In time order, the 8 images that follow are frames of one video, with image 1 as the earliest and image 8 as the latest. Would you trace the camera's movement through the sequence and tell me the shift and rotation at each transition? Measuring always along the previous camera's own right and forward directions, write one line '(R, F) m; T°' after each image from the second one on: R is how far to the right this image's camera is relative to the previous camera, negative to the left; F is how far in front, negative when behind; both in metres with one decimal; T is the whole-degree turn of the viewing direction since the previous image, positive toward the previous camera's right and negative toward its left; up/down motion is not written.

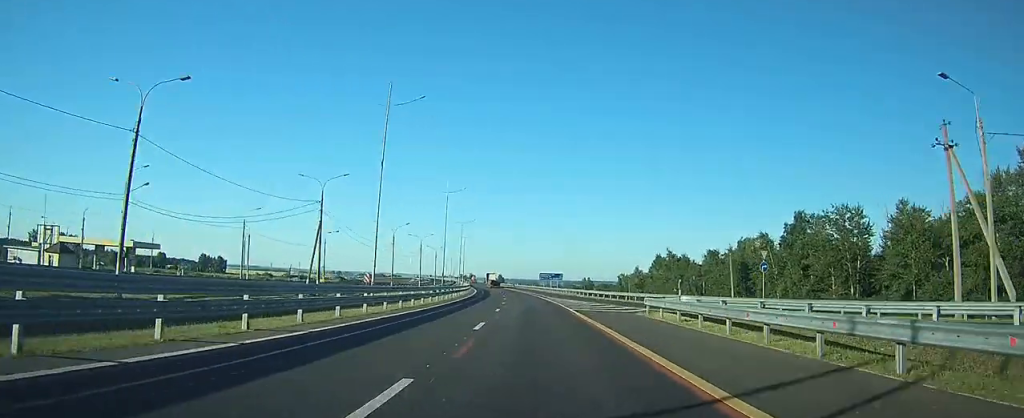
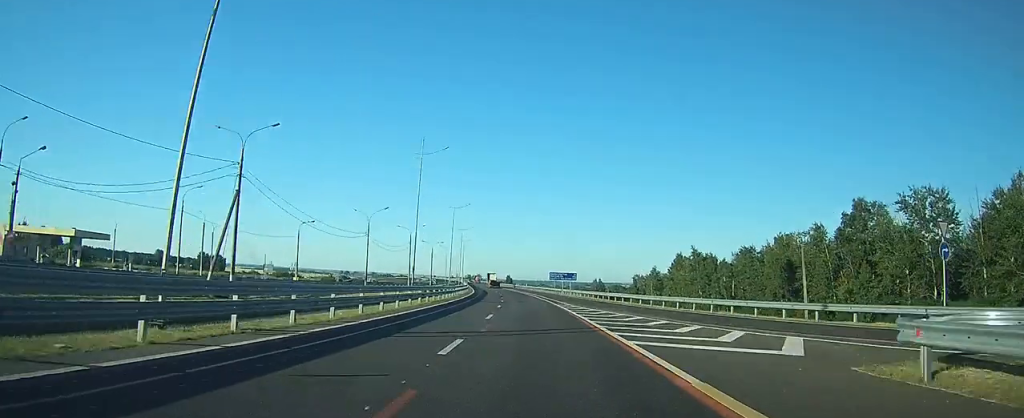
(-0.1, +18.1) m; 0°
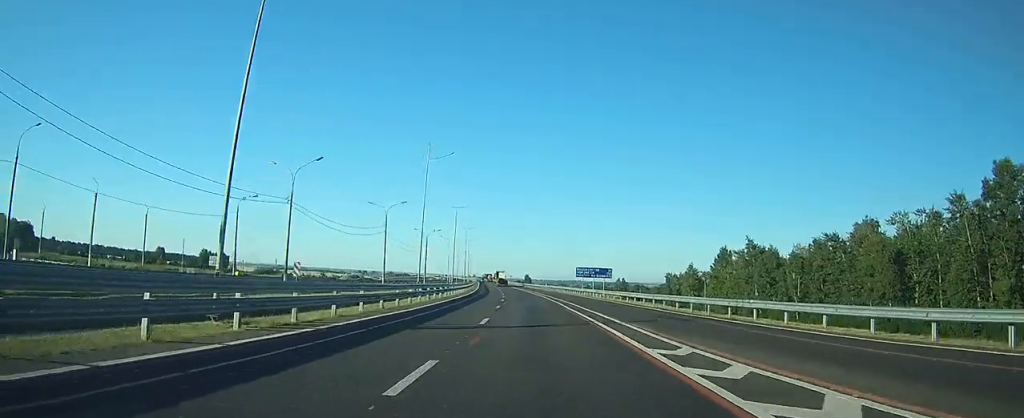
(-0.1, +28.2) m; -1°
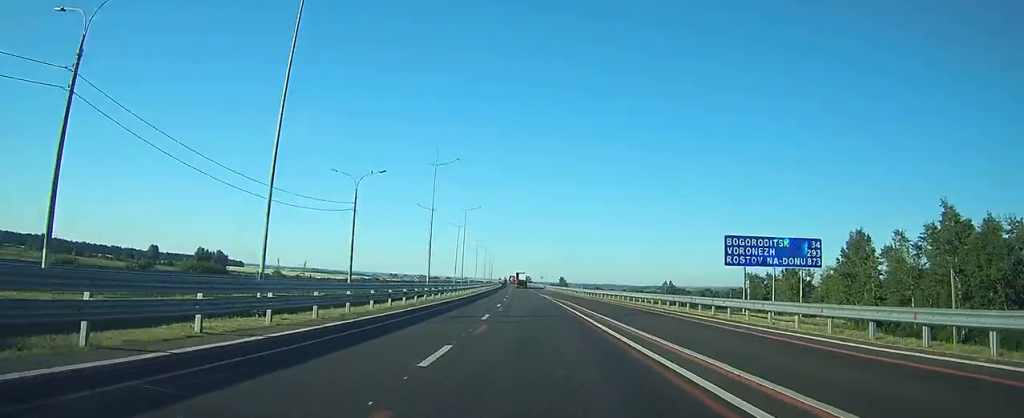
(-2.3, +57.9) m; -4°
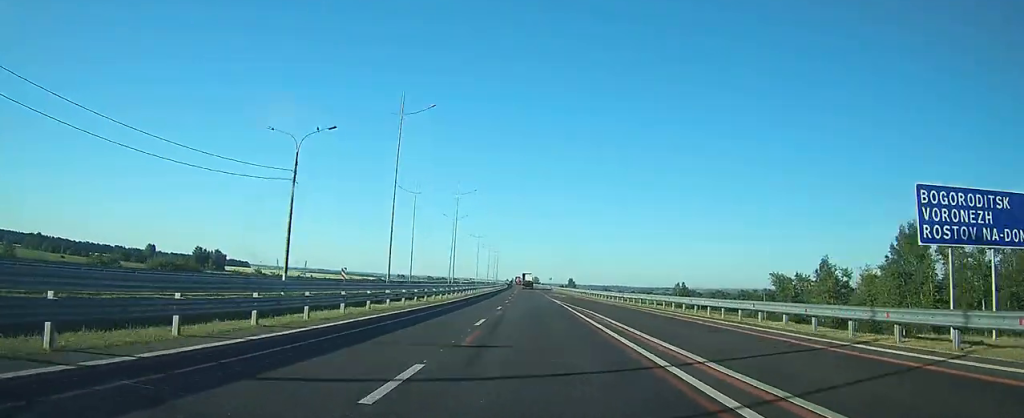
(-0.1, +14.8) m; -1°
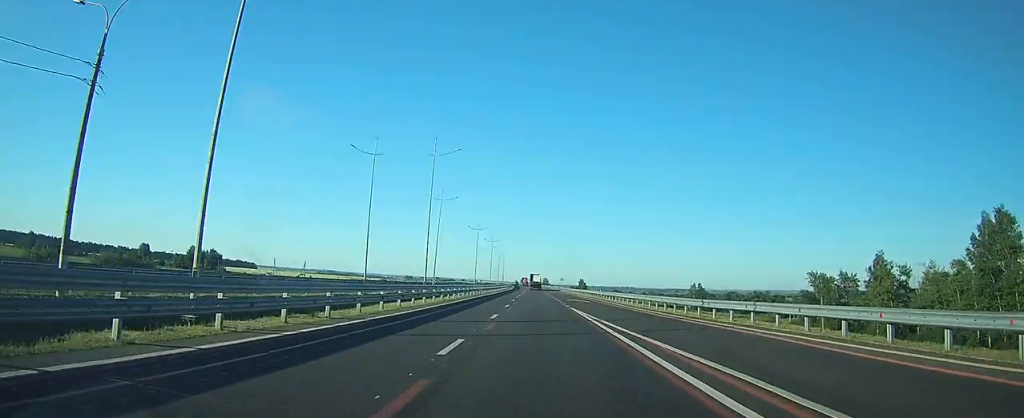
(-0.2, +19.5) m; -1°
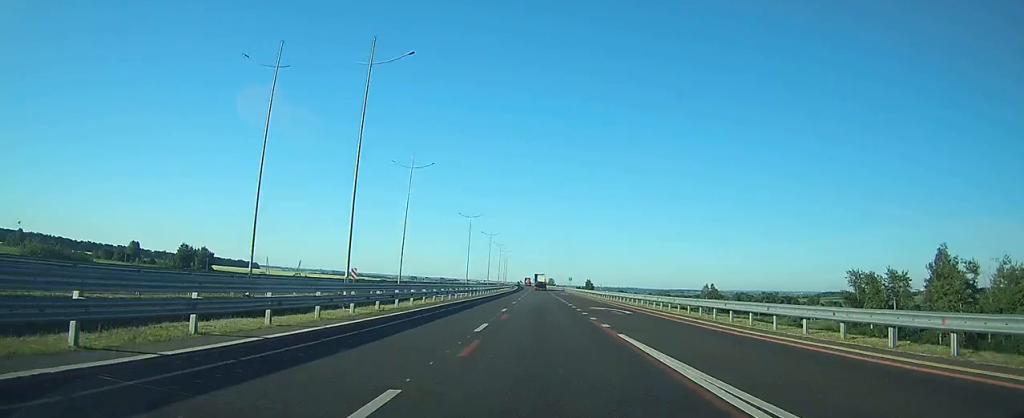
(-0.1, +18.6) m; -1°
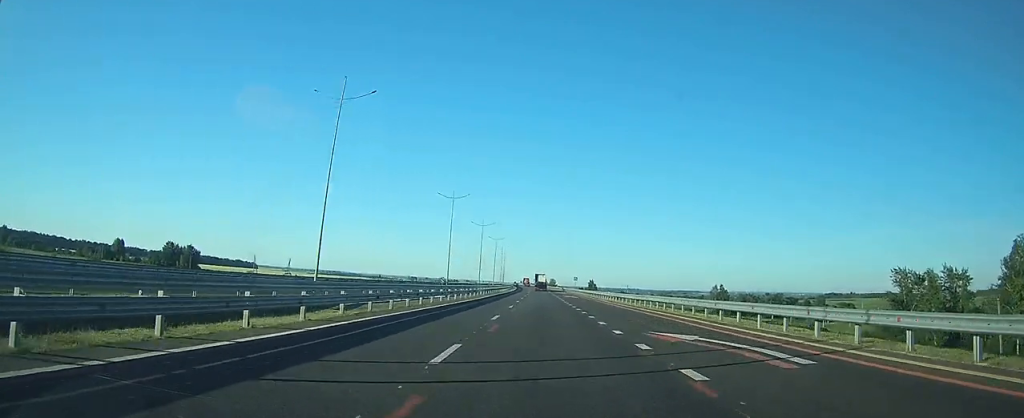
(-0.1, +18.8) m; -1°
